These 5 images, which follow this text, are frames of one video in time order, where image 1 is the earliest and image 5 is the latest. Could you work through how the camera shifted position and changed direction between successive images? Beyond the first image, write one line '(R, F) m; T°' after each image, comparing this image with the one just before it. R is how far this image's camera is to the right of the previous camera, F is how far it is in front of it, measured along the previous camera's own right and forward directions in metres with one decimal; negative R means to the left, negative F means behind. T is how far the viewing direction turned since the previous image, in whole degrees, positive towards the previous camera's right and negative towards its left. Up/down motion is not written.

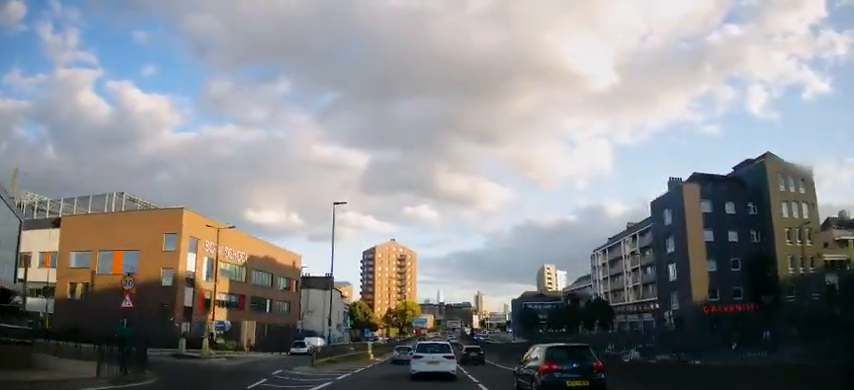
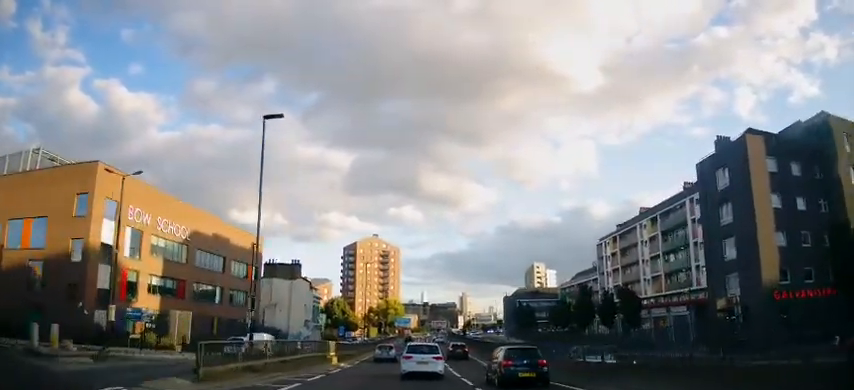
(0.0, +12.8) m; 0°
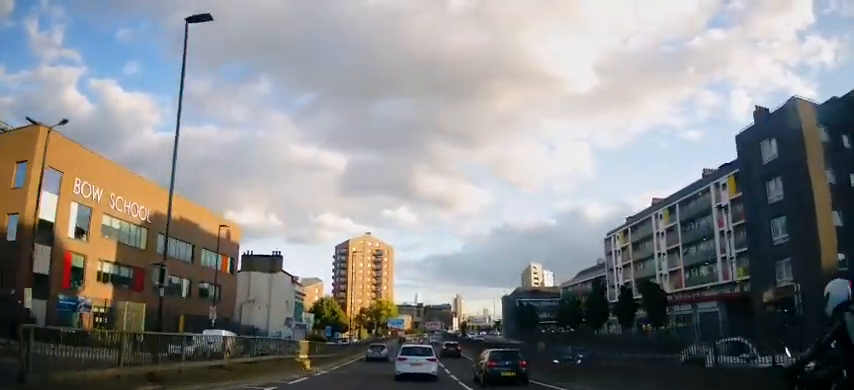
(+0.1, +7.2) m; +1°
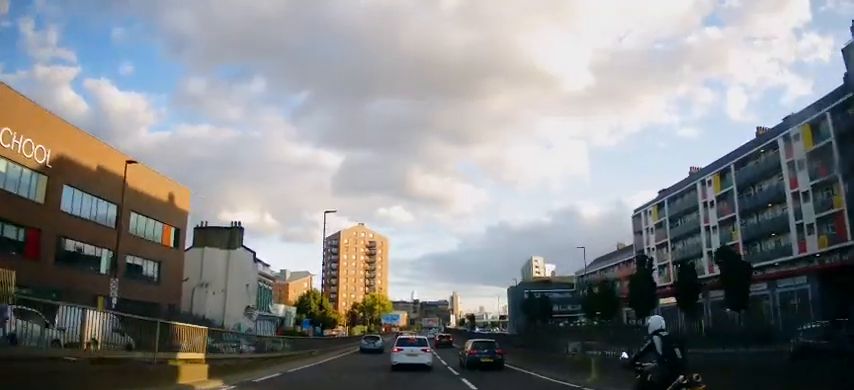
(+0.1, +13.5) m; +1°
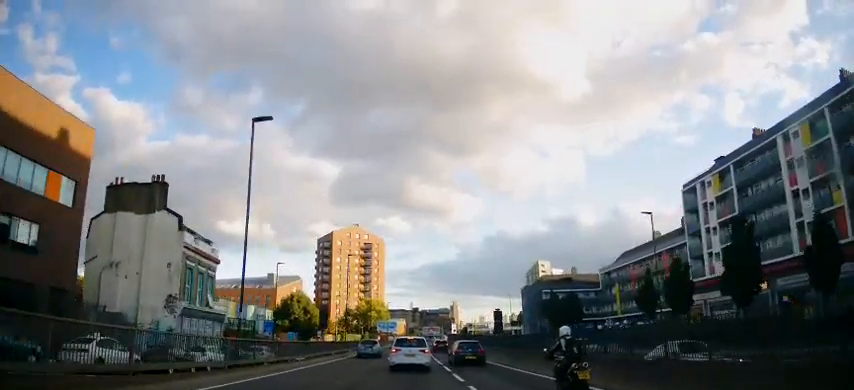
(+0.1, +16.0) m; 0°
